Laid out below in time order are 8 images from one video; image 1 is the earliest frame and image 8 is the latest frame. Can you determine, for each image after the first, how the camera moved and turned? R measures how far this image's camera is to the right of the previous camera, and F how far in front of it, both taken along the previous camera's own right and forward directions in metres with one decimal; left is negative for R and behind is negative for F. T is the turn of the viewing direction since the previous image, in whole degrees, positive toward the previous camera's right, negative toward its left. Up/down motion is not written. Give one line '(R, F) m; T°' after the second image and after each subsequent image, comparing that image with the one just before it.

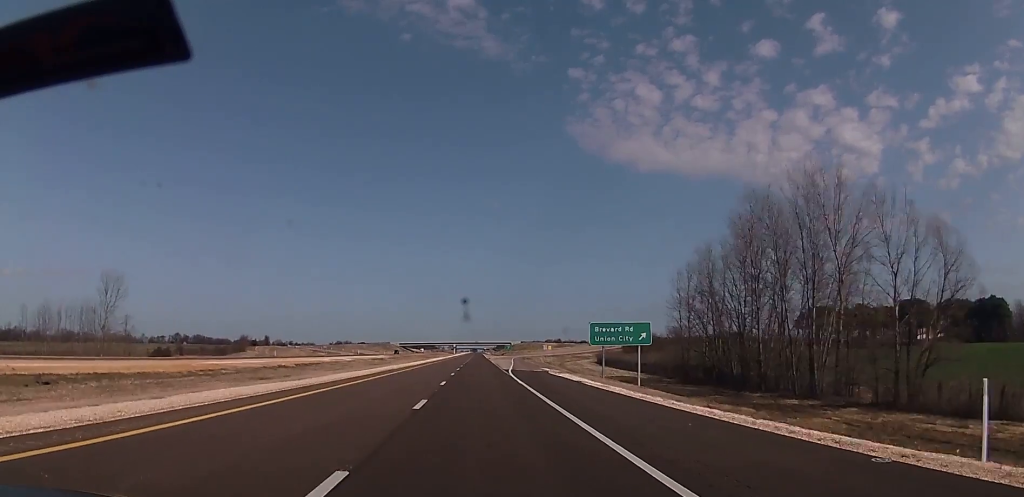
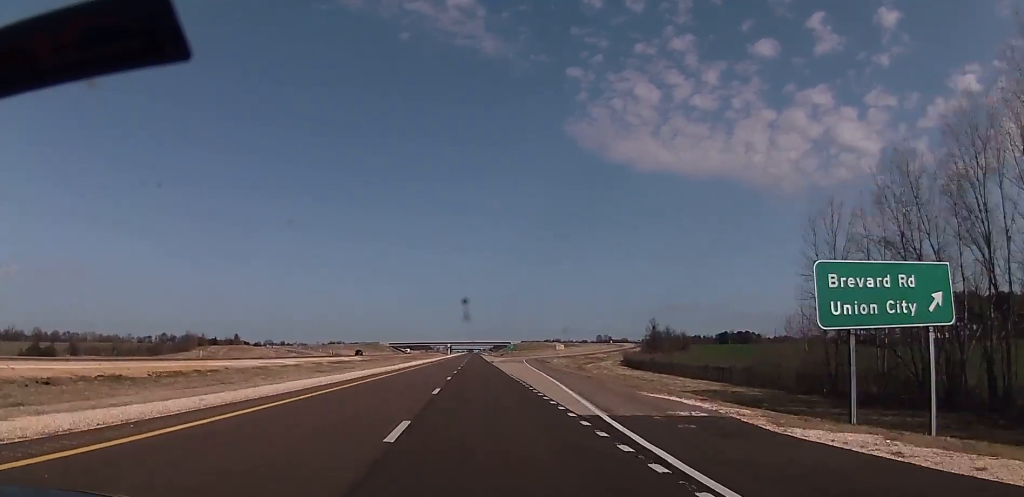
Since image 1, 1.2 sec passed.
(-0.5, +42.7) m; 0°
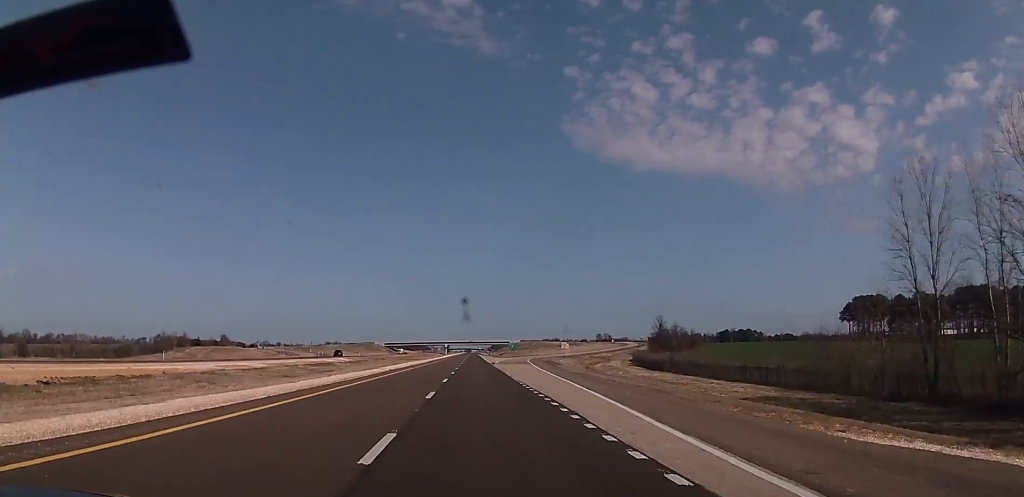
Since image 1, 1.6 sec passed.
(+0.2, +14.3) m; 0°
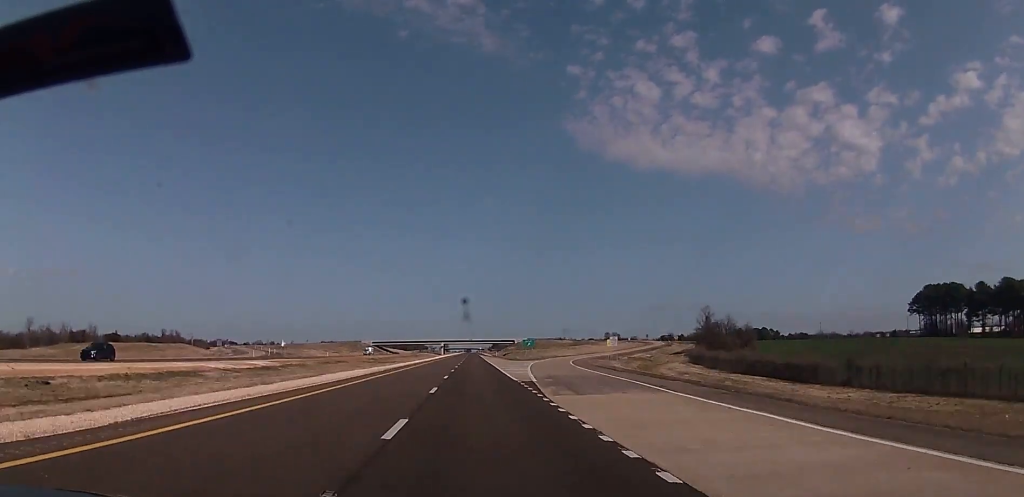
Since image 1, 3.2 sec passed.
(-0.1, +58.7) m; +1°
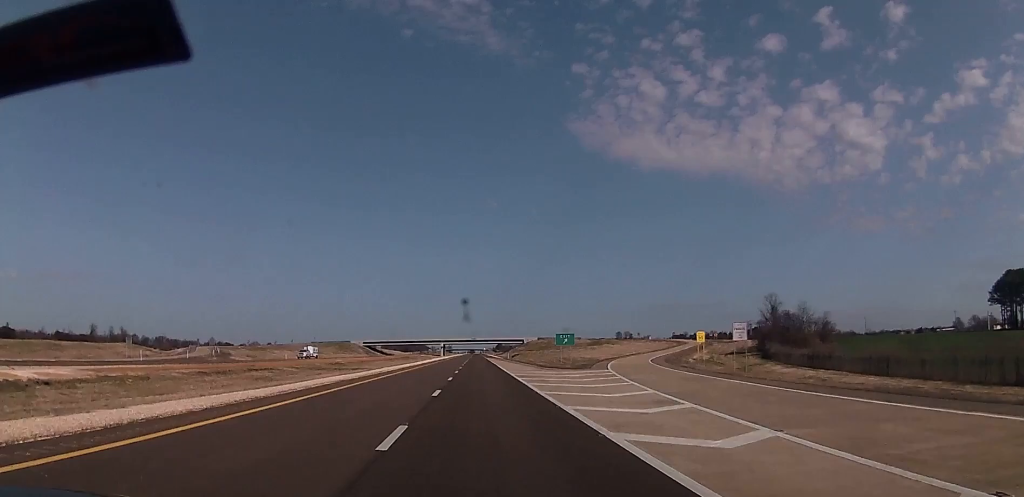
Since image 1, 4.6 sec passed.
(+0.8, +50.0) m; 0°
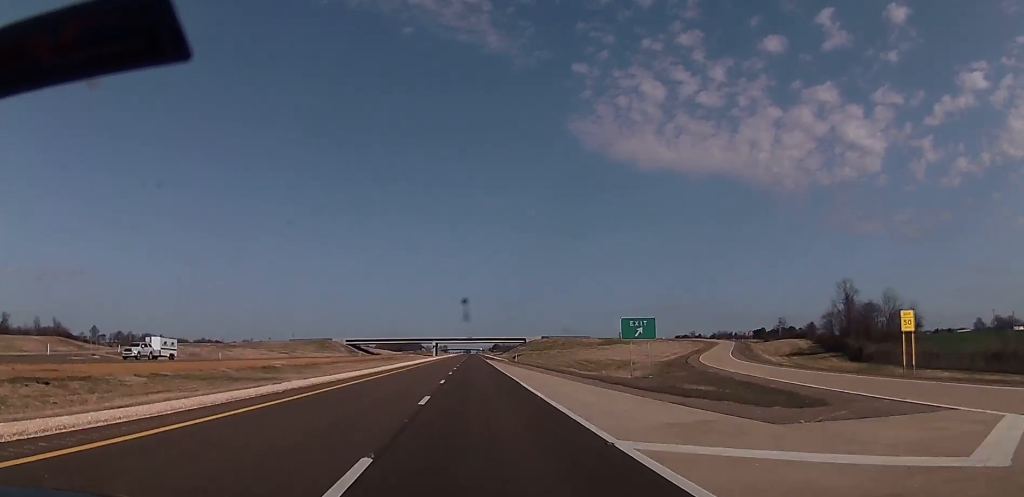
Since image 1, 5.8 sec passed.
(-0.3, +40.5) m; 0°
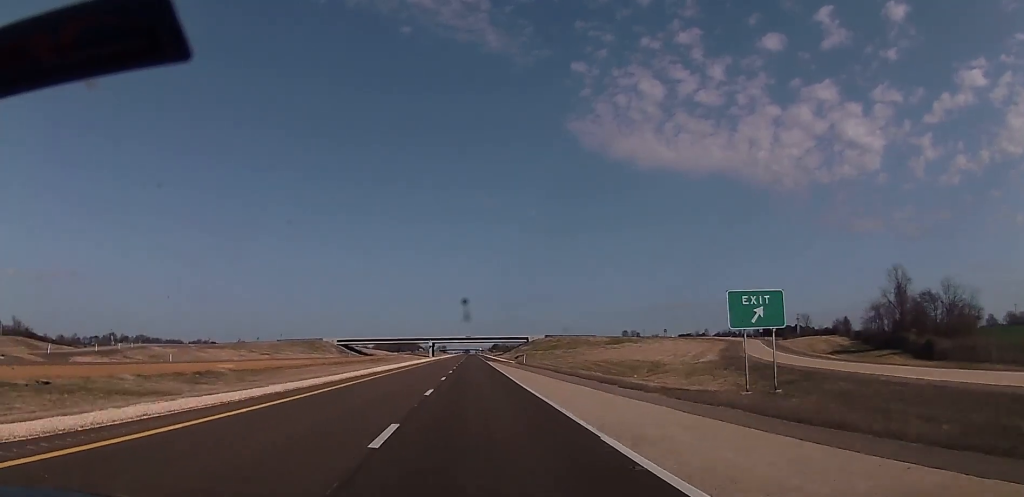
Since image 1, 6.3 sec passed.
(0.0, +20.3) m; 0°
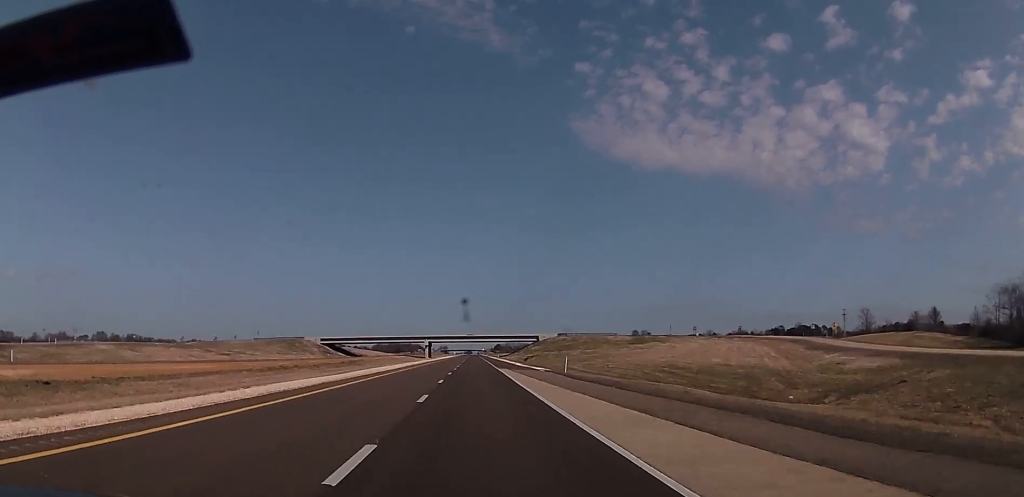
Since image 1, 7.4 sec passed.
(0.0, +39.4) m; 0°
